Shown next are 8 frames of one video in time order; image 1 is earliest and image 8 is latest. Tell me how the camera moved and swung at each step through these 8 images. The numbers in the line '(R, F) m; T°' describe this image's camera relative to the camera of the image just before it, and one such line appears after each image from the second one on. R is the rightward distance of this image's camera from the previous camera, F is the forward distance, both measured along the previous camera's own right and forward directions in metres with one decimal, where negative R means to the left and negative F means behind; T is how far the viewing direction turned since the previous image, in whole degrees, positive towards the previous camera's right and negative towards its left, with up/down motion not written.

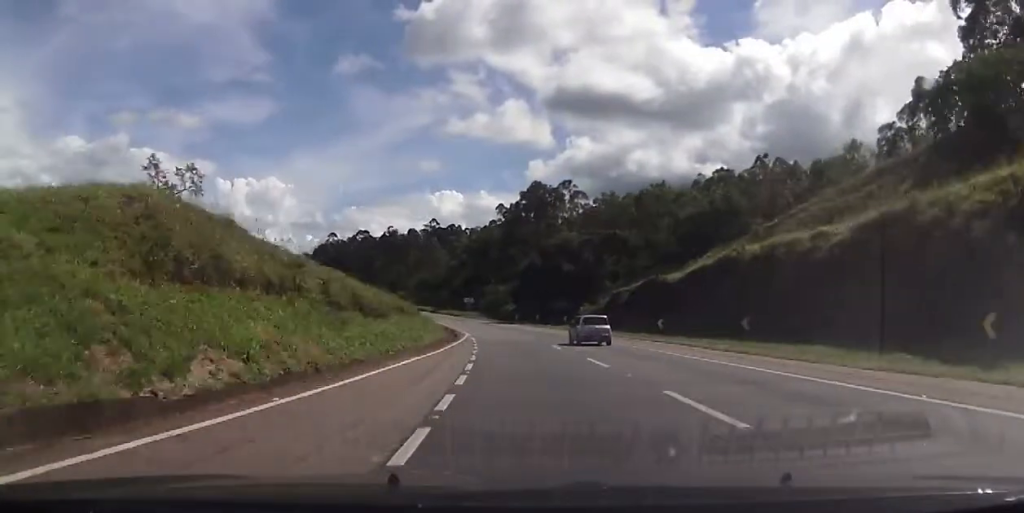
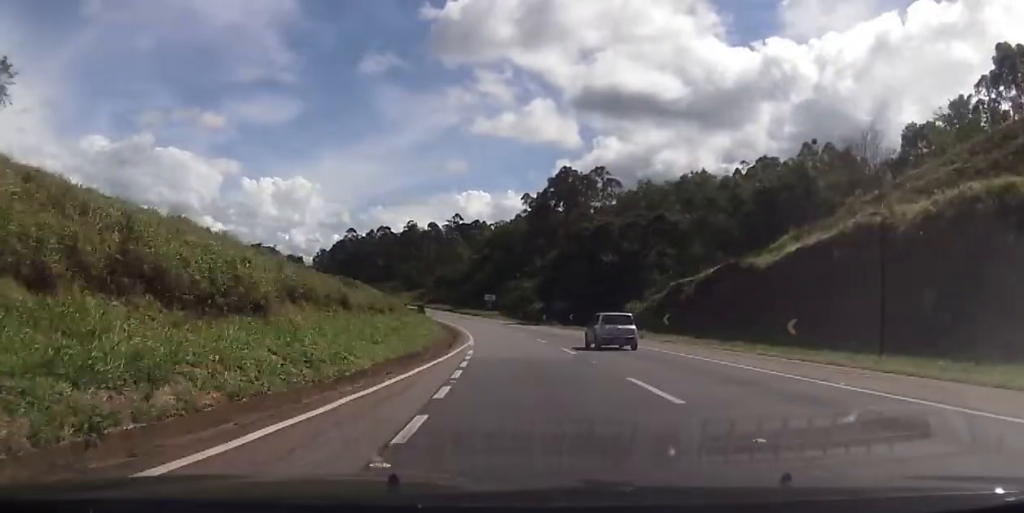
(-0.3, +19.0) m; -2°
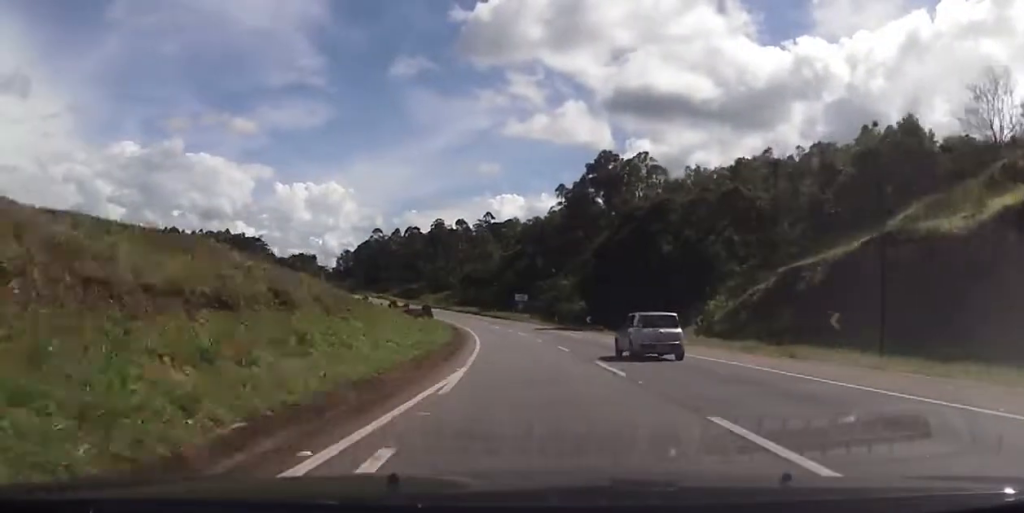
(-0.2, +19.9) m; -2°
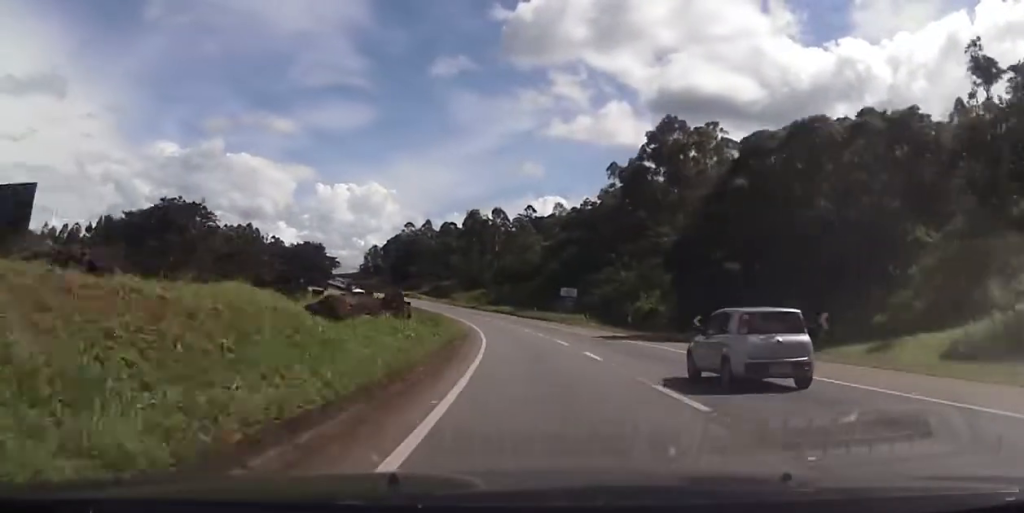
(-1.1, +29.0) m; -4°
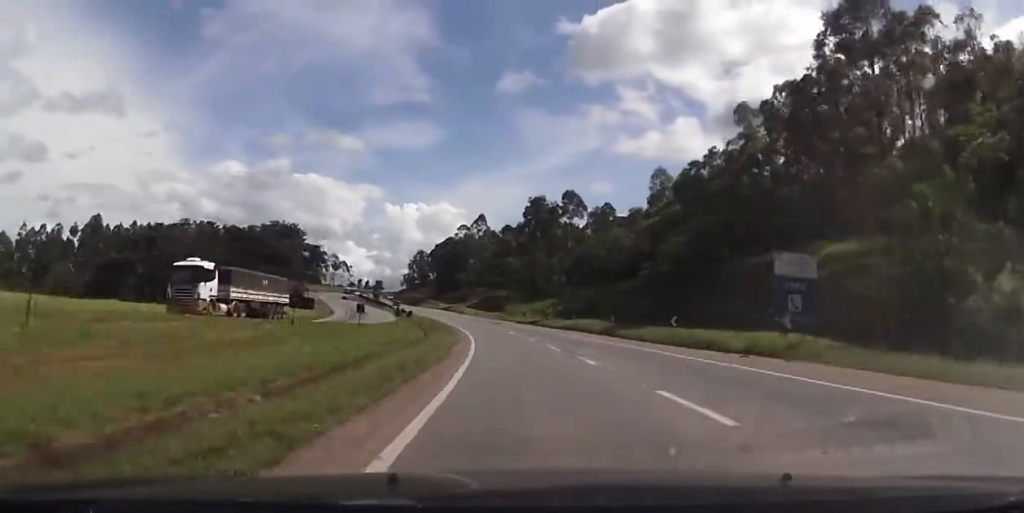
(-3.3, +58.2) m; -6°
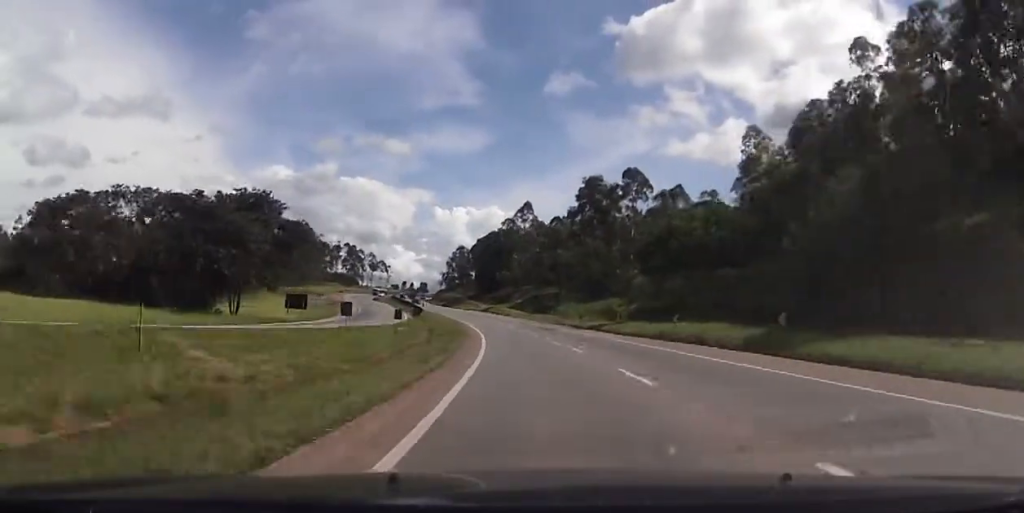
(-0.6, +28.3) m; -3°
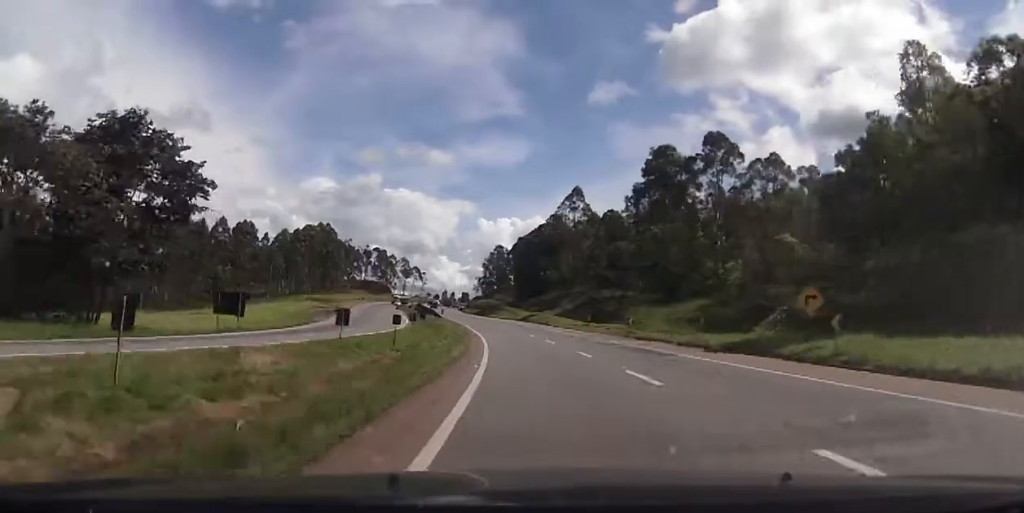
(-1.1, +33.8) m; -4°
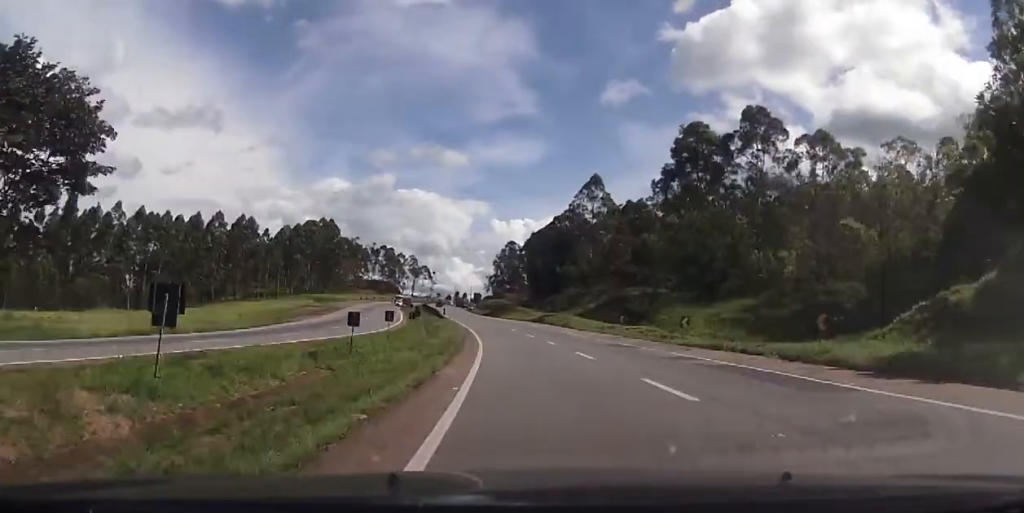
(-0.5, +13.5) m; -2°
